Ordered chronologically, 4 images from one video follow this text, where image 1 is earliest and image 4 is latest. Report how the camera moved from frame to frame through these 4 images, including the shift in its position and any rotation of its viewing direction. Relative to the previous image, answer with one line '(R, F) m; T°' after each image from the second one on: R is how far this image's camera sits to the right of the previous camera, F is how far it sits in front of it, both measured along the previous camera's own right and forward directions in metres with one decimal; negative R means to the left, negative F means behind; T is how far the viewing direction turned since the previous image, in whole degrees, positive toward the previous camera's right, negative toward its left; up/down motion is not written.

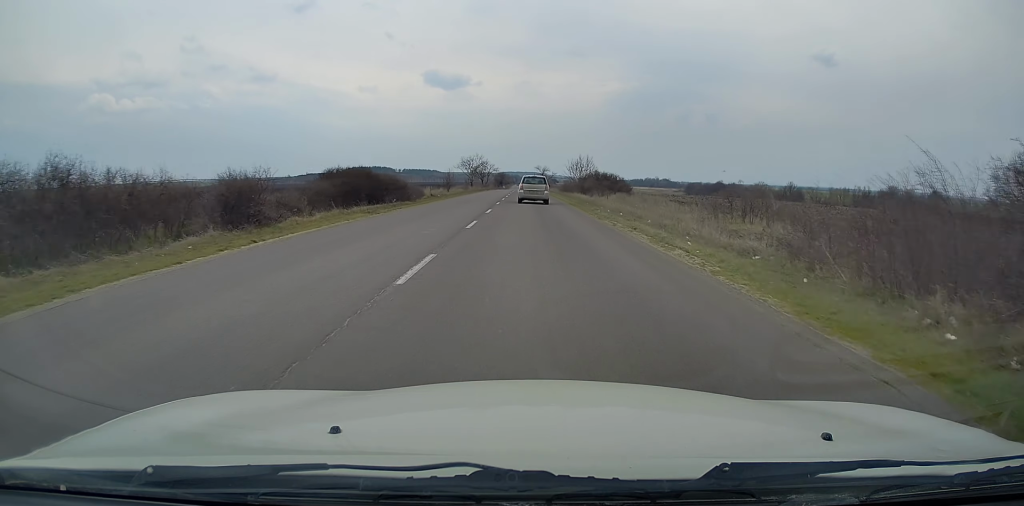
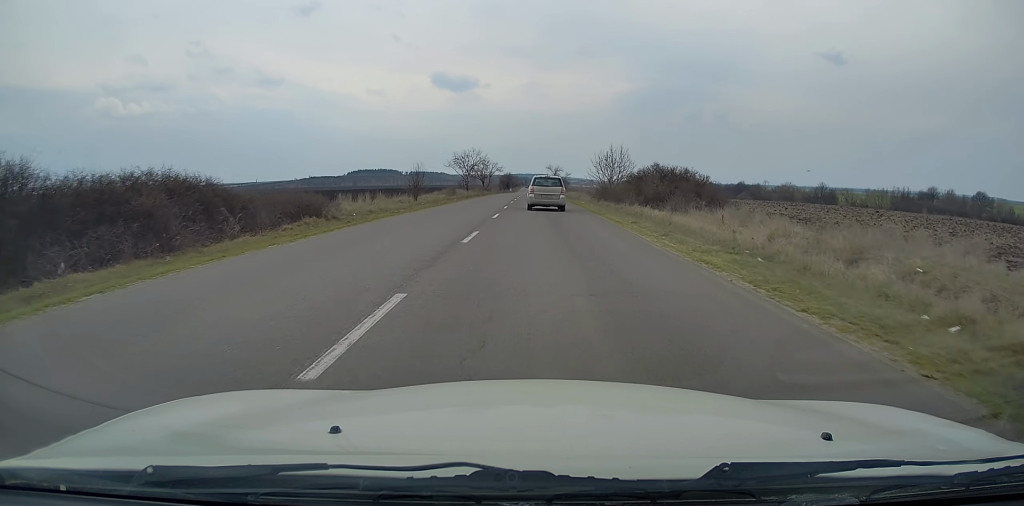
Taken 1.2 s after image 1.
(-0.1, +30.5) m; 0°
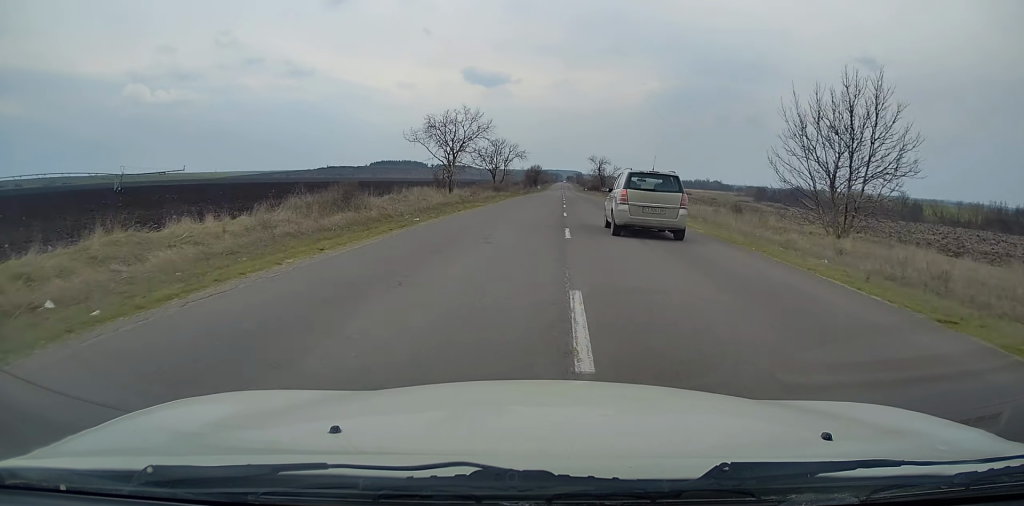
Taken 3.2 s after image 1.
(-0.5, +55.7) m; -2°
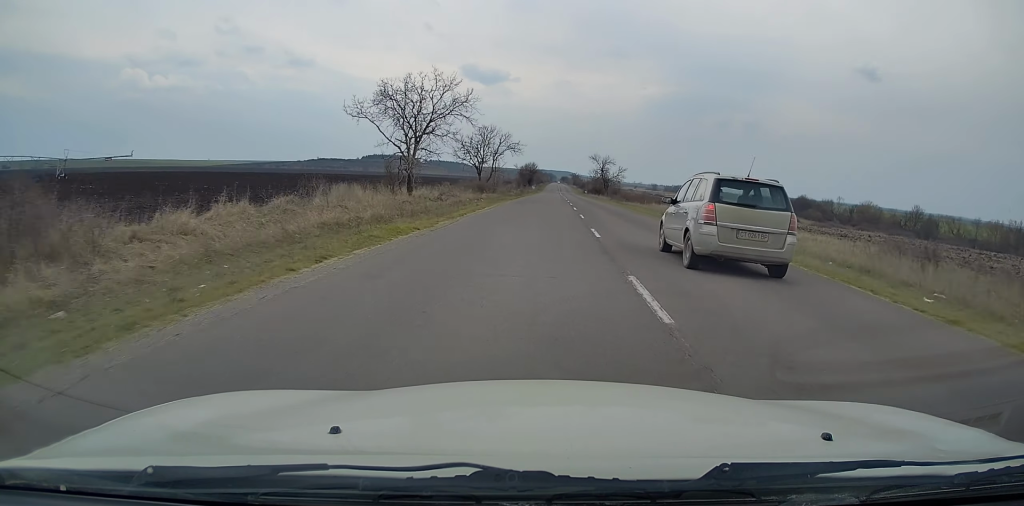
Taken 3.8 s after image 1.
(-0.2, +17.9) m; 0°
